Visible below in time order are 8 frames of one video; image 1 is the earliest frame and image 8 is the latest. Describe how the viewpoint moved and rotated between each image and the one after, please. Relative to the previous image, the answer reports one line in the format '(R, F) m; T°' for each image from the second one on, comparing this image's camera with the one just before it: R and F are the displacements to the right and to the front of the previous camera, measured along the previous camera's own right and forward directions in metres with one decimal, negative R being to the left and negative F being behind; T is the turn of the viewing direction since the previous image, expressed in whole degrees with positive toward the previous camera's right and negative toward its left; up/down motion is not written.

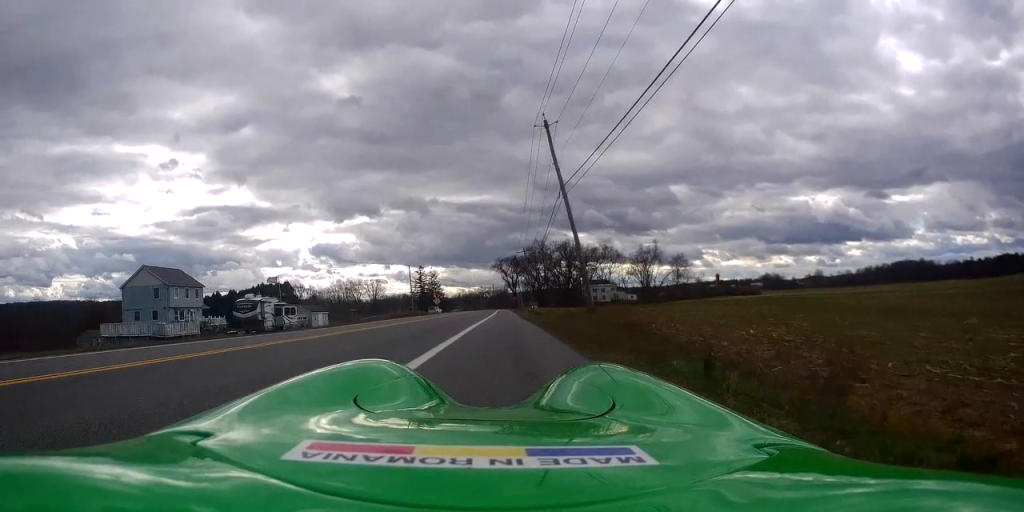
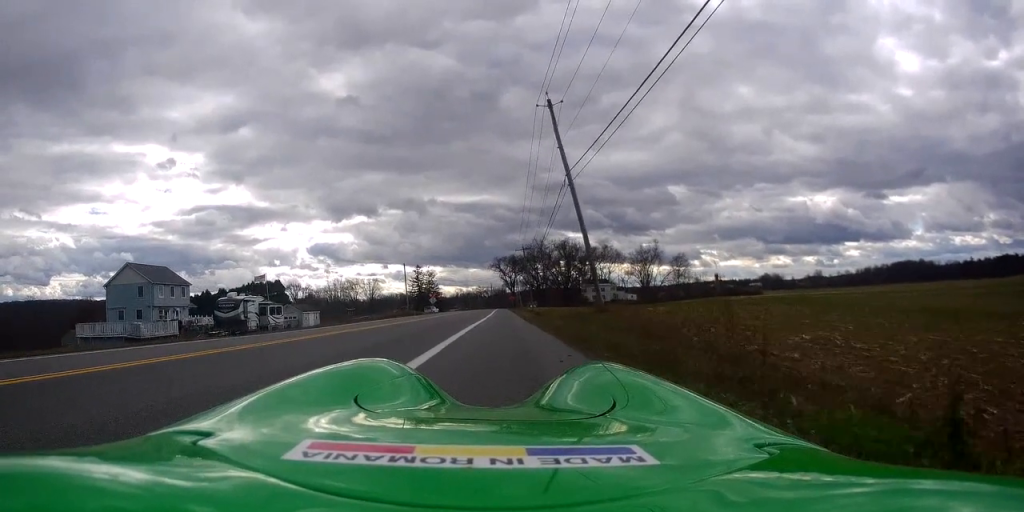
(+0.2, +3.5) m; 0°
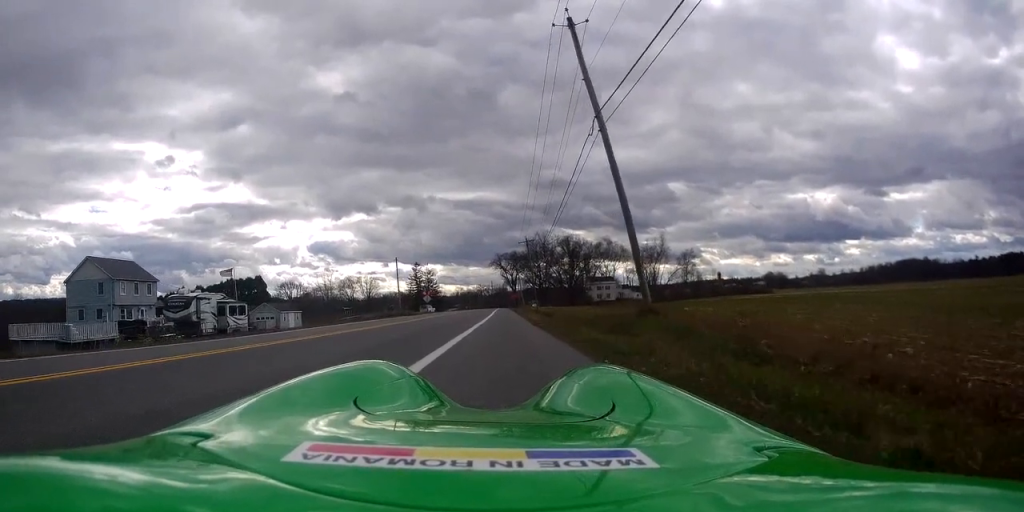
(-0.3, +8.3) m; -3°
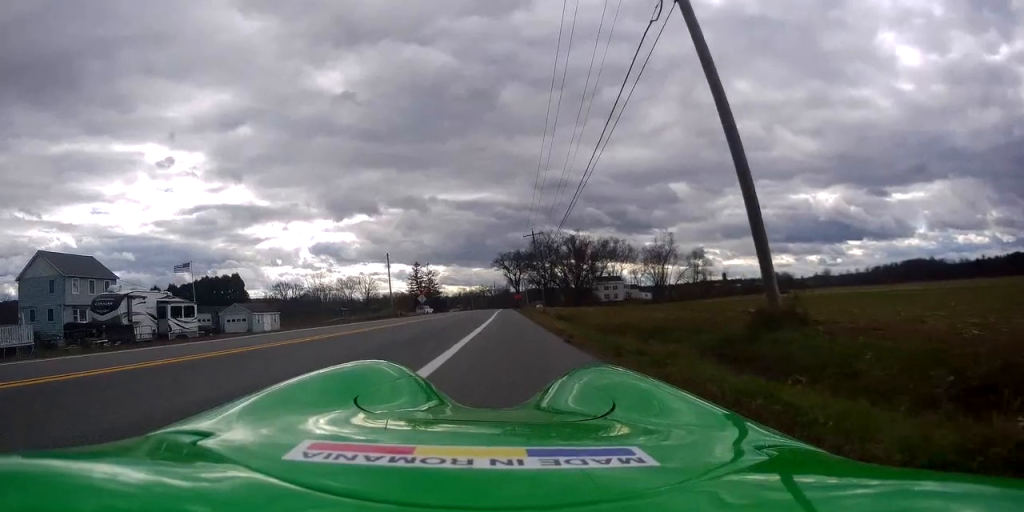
(0.0, +9.0) m; 0°
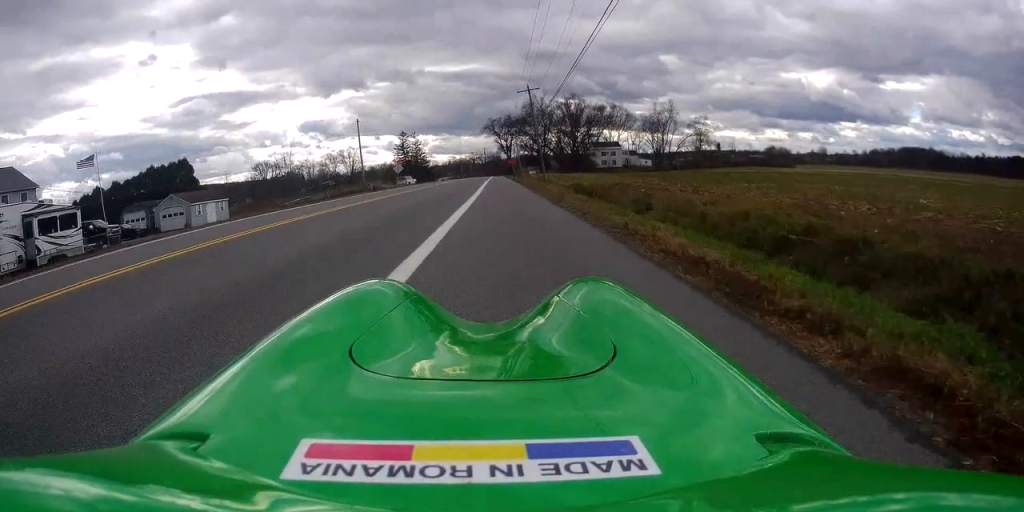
(+0.4, +12.0) m; +5°
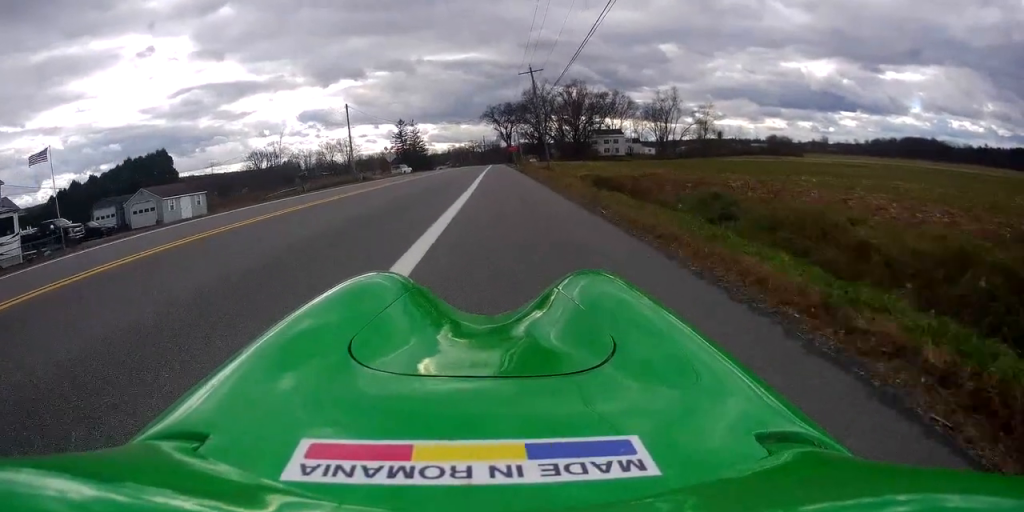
(+0.1, +4.8) m; 0°
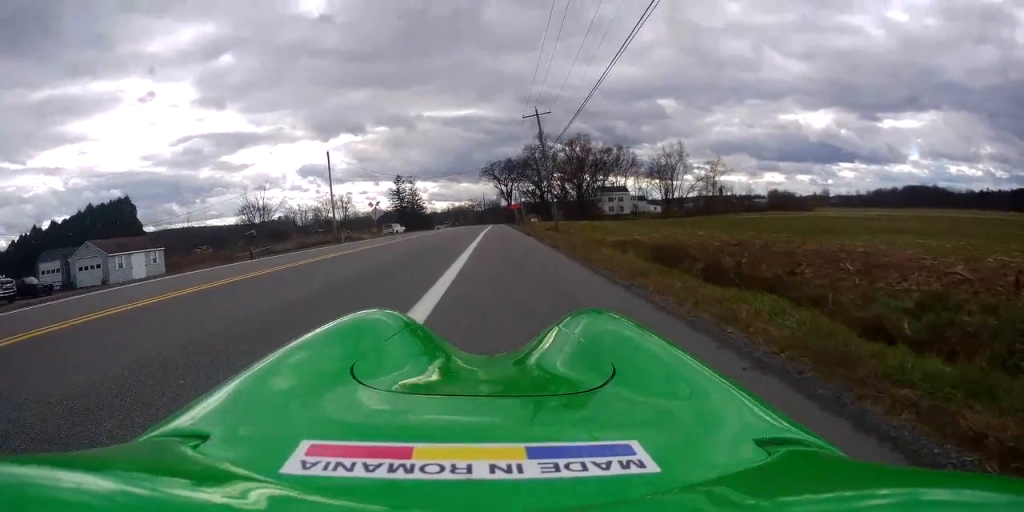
(-0.2, +7.7) m; -4°
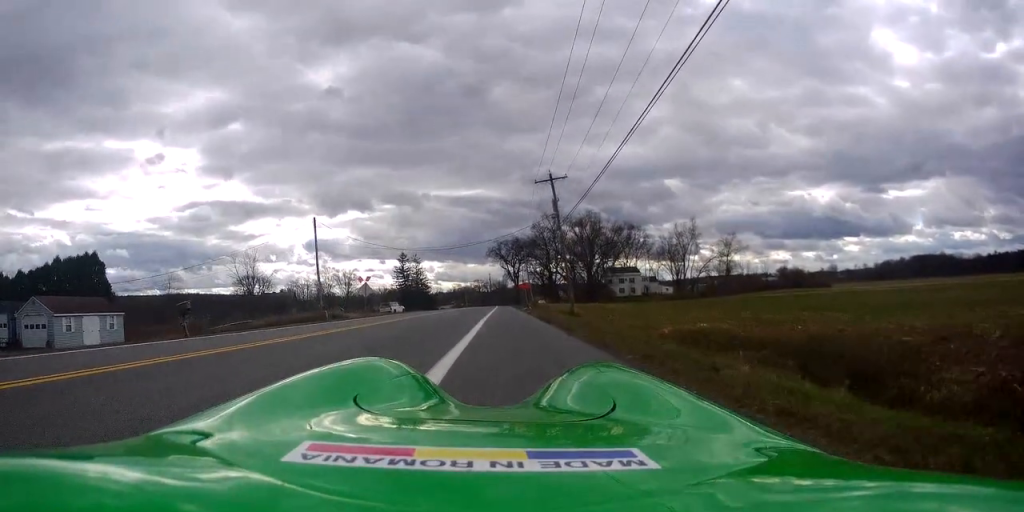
(-0.5, +6.7) m; +1°
